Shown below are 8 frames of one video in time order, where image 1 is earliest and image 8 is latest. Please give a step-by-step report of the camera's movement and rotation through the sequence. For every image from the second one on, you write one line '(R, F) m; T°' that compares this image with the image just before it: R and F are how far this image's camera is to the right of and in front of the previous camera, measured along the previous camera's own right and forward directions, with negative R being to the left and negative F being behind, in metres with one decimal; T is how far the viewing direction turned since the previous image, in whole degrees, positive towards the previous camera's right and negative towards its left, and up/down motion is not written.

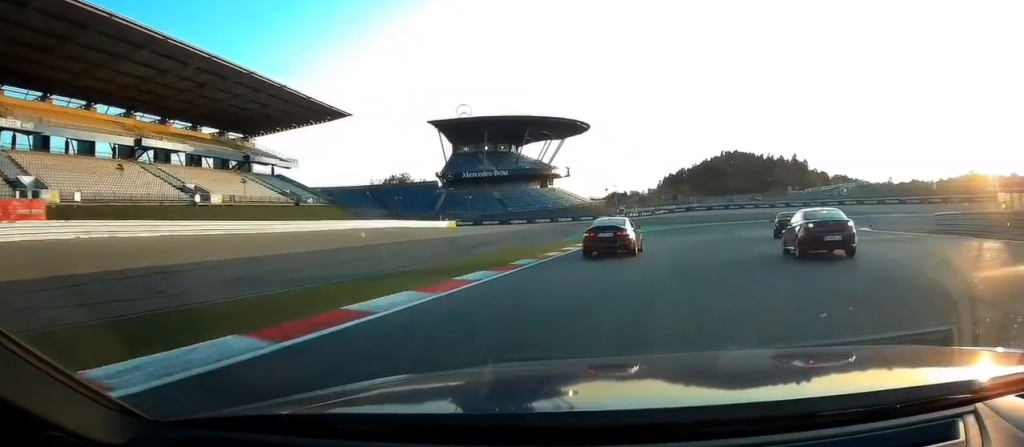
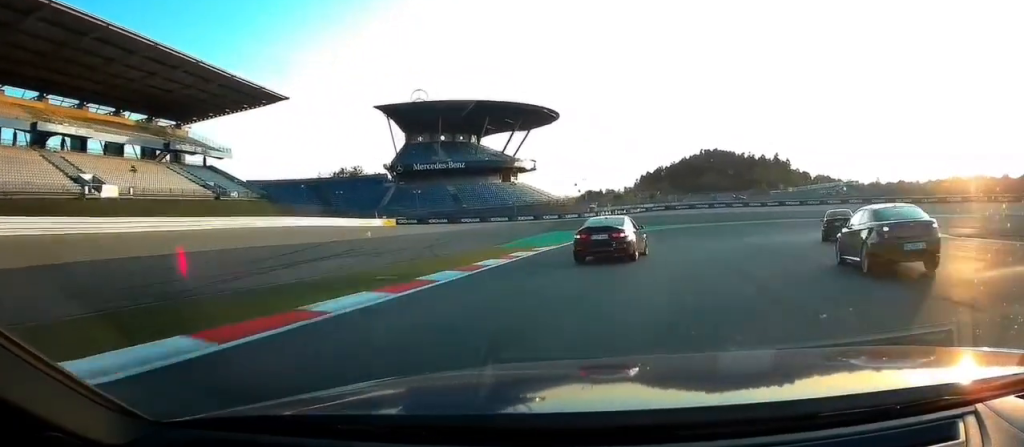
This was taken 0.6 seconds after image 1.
(0.0, +14.2) m; 0°
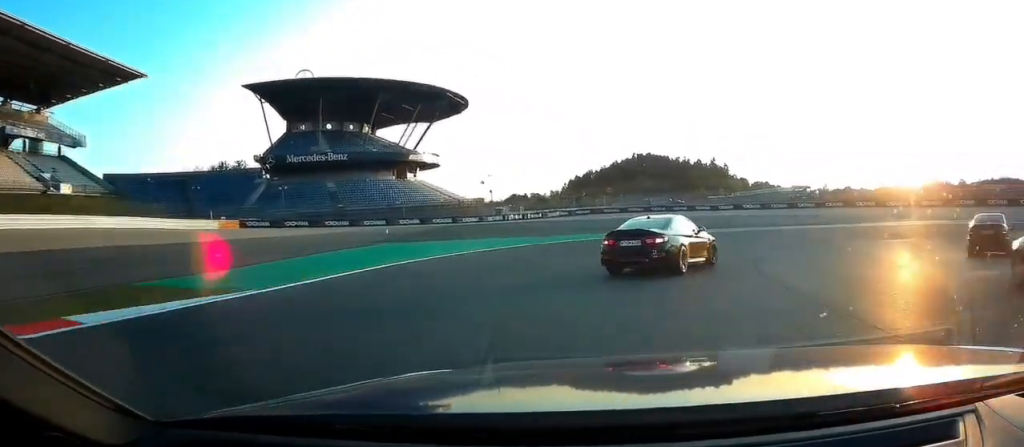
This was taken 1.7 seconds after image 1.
(+0.1, +24.9) m; +7°
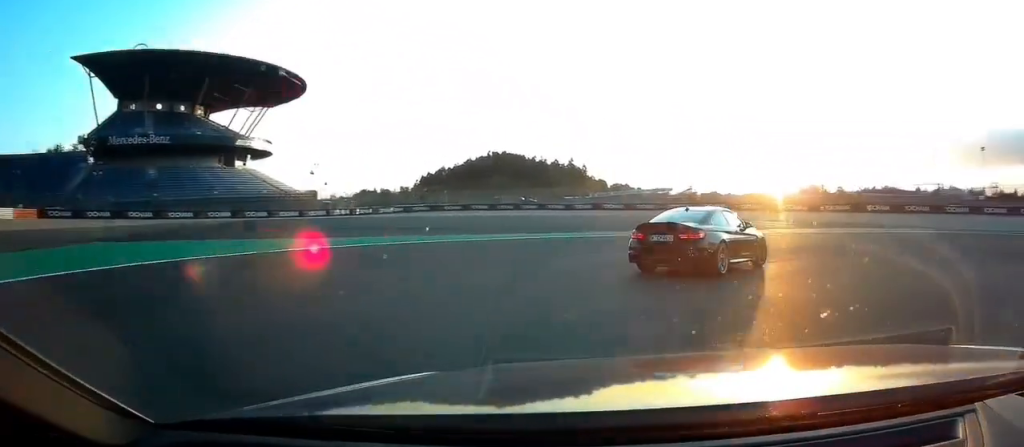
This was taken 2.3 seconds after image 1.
(+1.1, +14.7) m; +9°
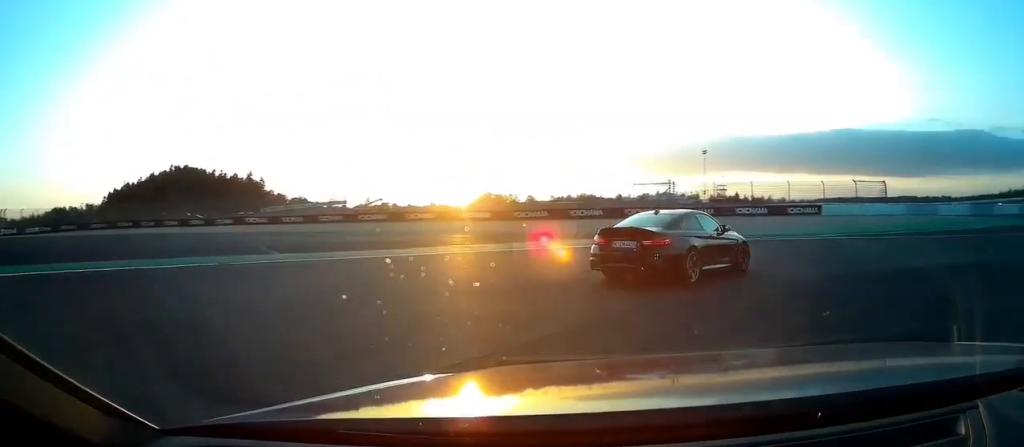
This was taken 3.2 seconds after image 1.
(+2.6, +18.9) m; +11°
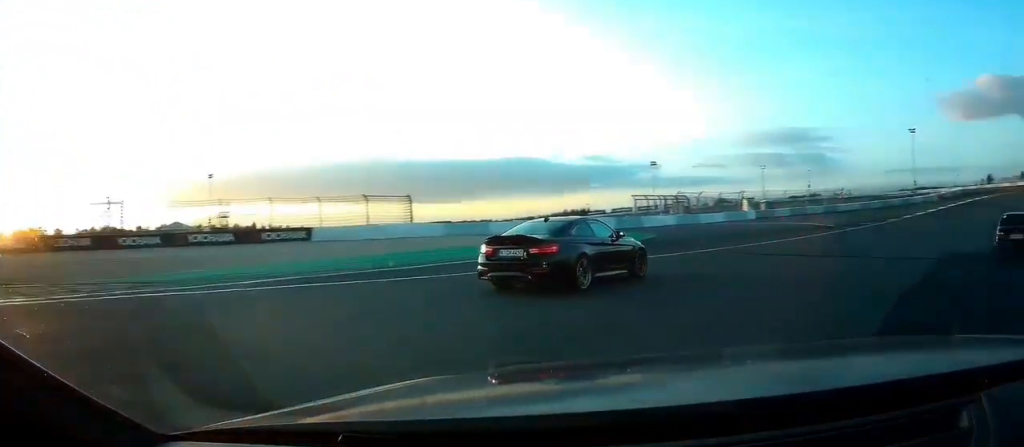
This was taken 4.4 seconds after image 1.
(+1.5, +20.2) m; +11°
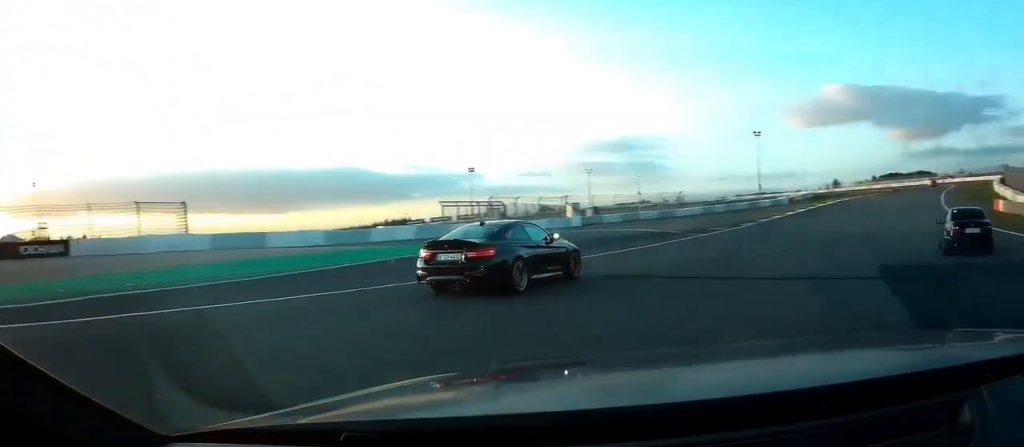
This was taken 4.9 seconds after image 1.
(-0.5, +6.3) m; +7°
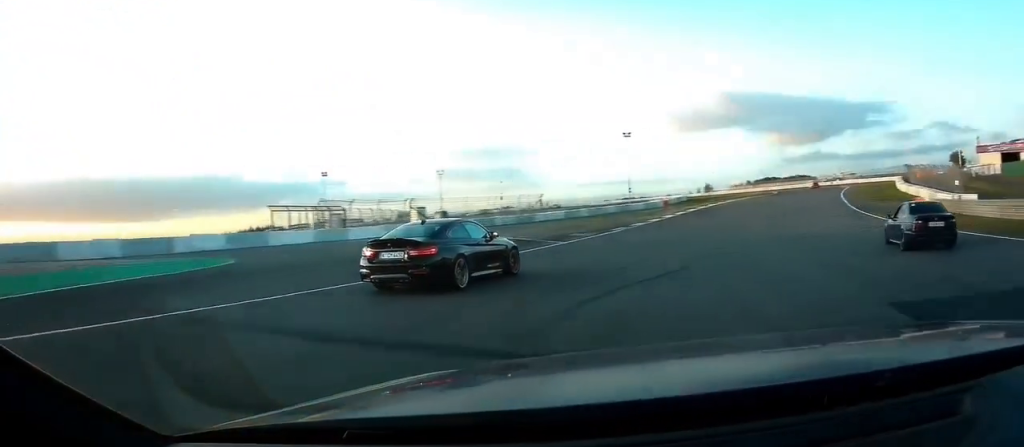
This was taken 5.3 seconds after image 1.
(+0.7, +3.4) m; +14°
